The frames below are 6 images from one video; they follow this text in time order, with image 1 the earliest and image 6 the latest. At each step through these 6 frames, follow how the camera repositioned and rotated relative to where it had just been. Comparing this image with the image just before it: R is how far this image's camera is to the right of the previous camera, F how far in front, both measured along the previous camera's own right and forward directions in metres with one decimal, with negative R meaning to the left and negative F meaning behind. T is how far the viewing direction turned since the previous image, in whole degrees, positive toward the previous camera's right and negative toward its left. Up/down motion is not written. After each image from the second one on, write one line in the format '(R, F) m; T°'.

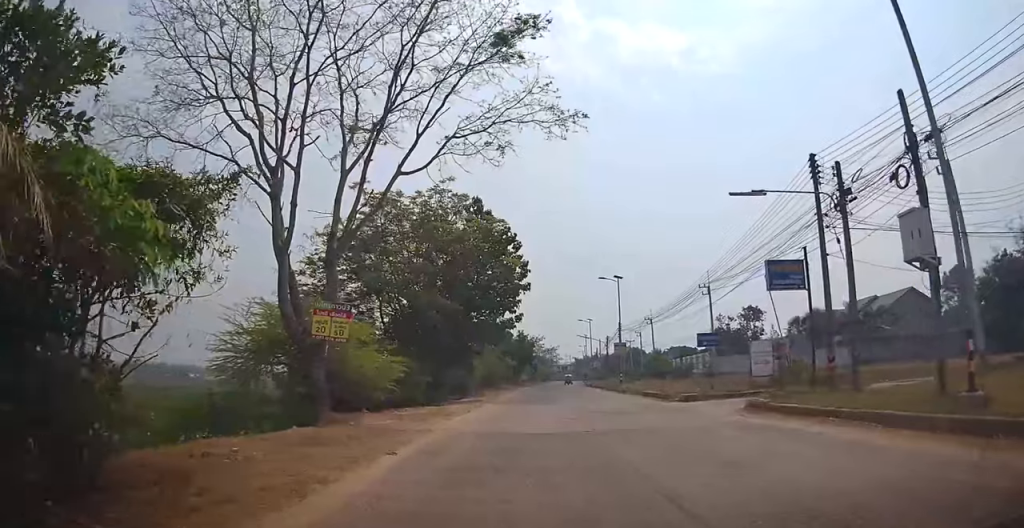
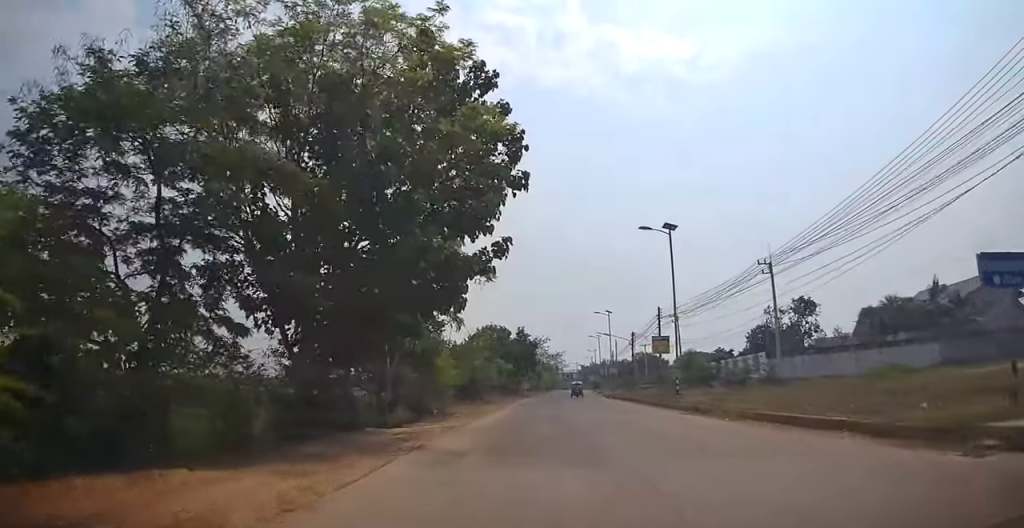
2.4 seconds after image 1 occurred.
(-0.3, +18.1) m; -1°
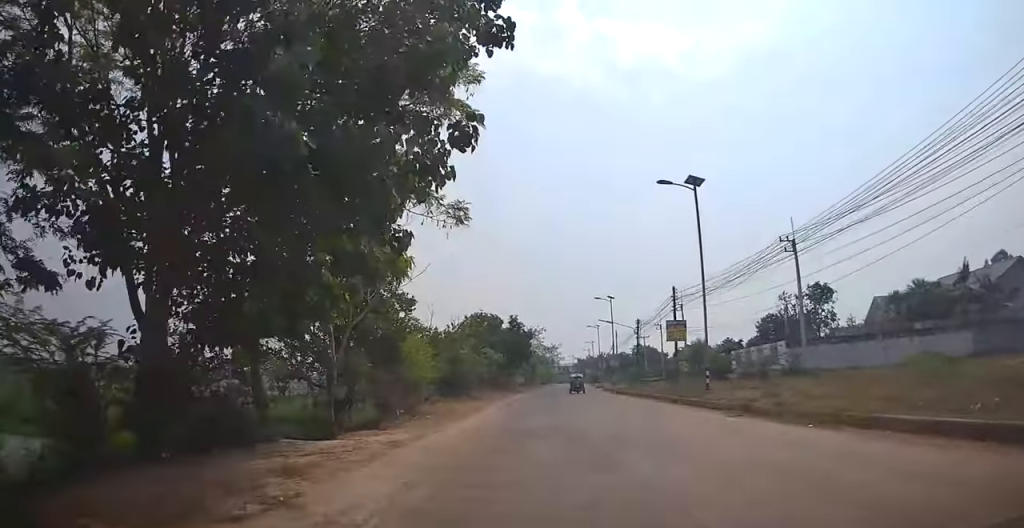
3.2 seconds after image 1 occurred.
(+0.1, +5.9) m; 0°
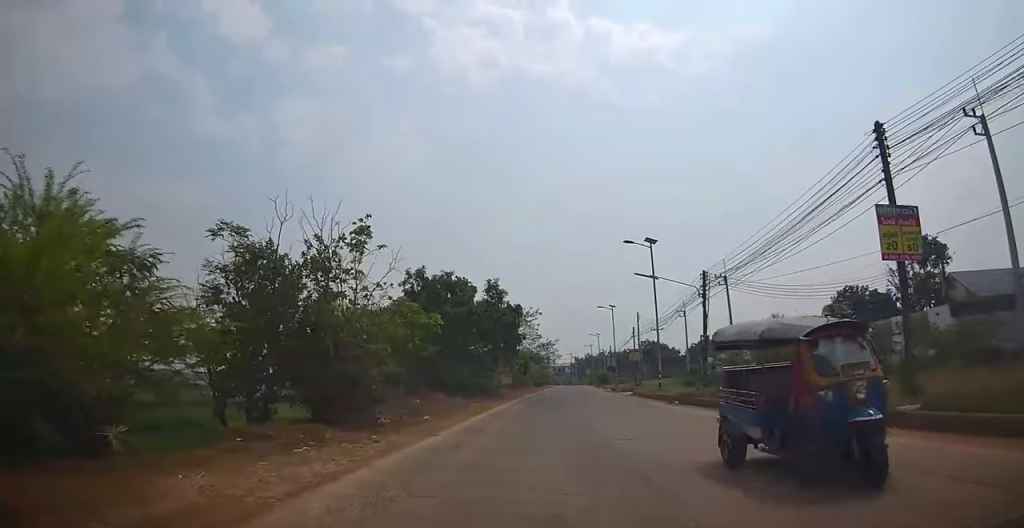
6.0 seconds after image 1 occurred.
(-0.1, +21.0) m; 0°
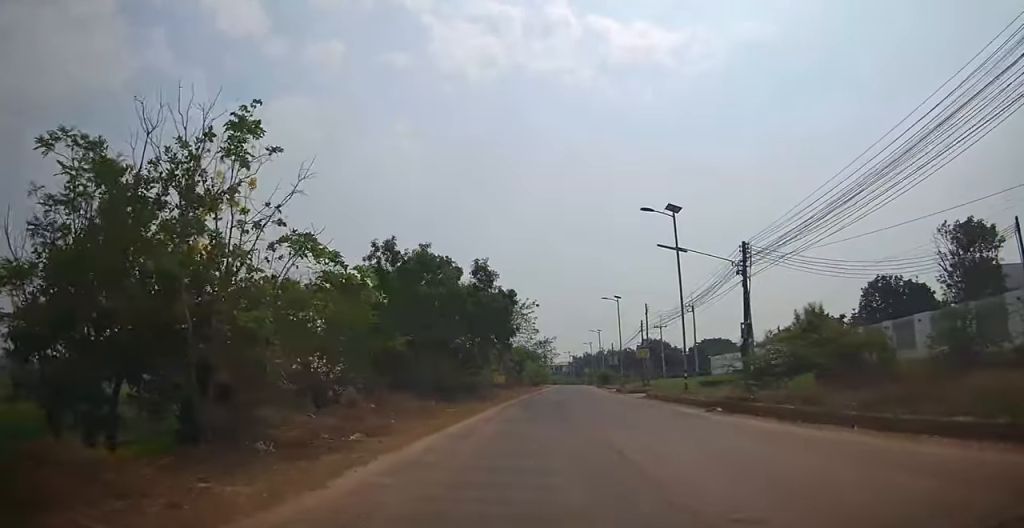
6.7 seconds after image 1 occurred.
(+0.1, +6.0) m; 0°
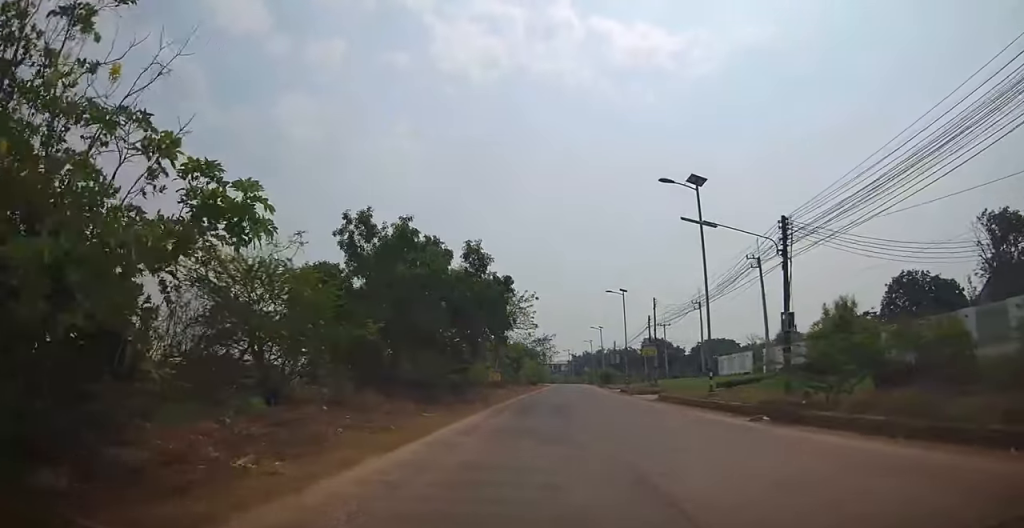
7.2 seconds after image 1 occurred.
(0.0, +4.0) m; -1°
